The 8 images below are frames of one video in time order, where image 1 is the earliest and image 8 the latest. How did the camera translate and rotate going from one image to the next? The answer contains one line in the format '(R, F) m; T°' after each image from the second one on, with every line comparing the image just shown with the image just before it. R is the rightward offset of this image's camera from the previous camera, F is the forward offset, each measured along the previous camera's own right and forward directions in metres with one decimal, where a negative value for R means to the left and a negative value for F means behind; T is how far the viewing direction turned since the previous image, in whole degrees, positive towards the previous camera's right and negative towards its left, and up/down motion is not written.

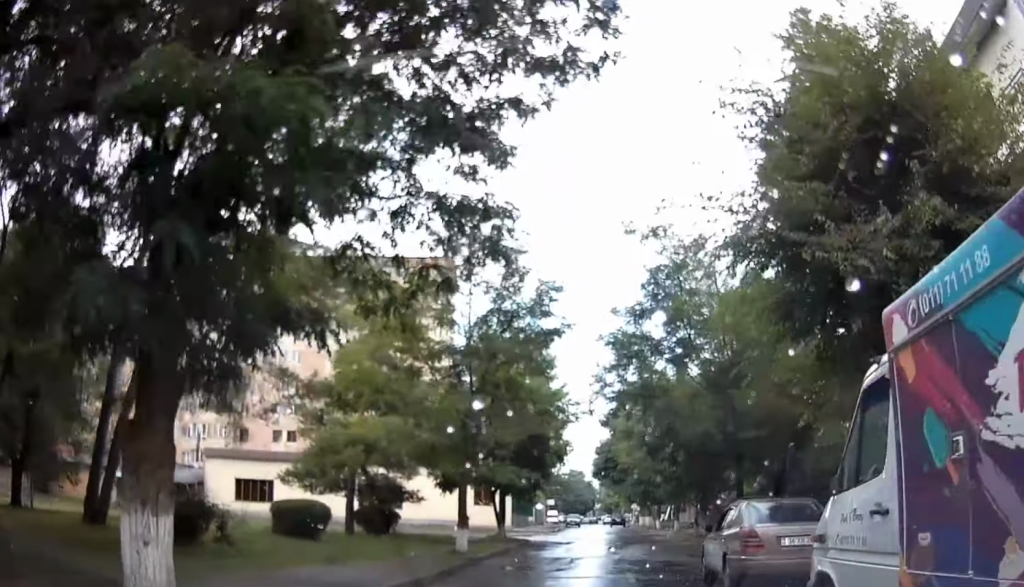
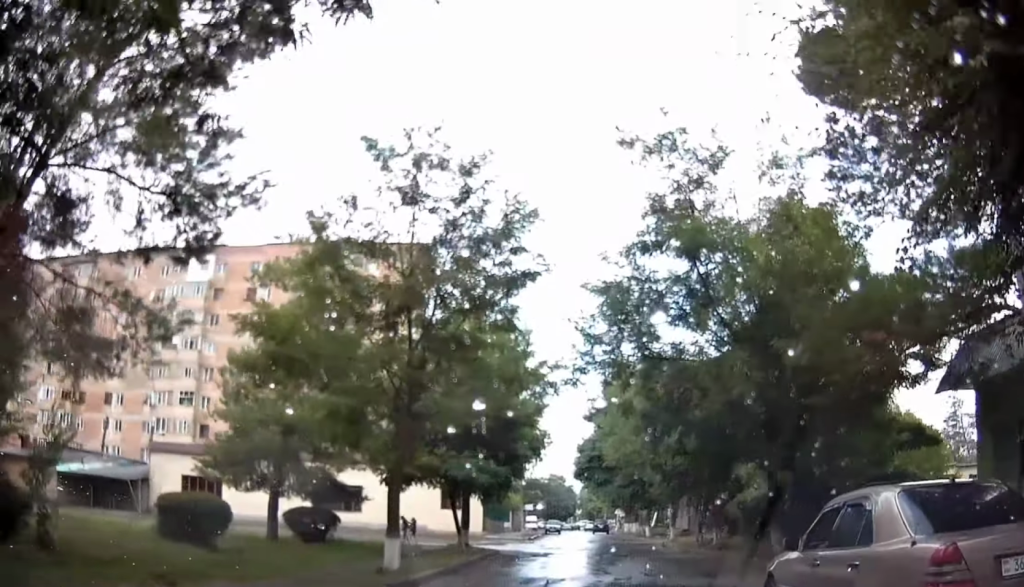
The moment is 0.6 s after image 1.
(-0.3, +5.2) m; 0°
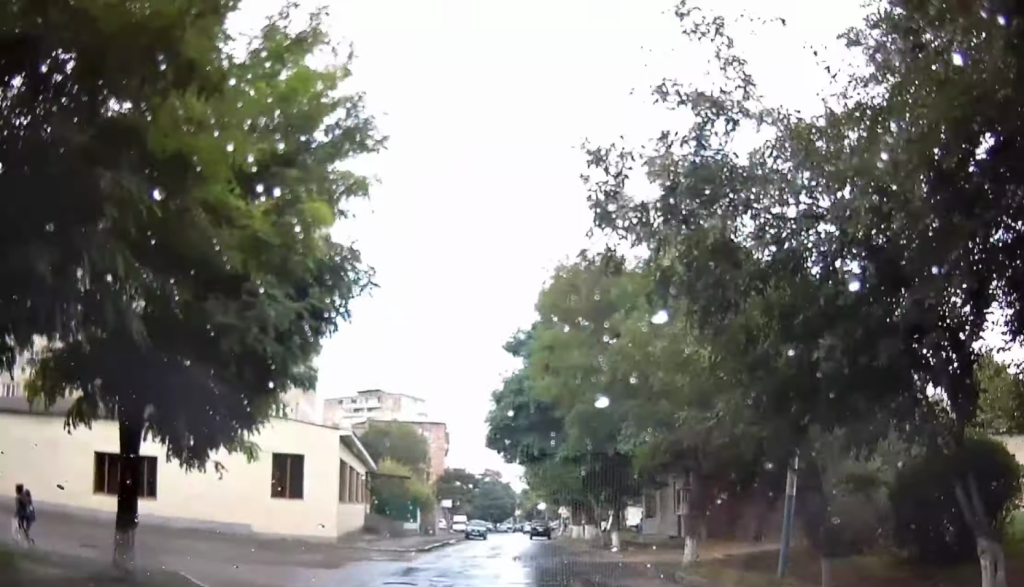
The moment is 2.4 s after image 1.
(+1.1, +17.1) m; +8°
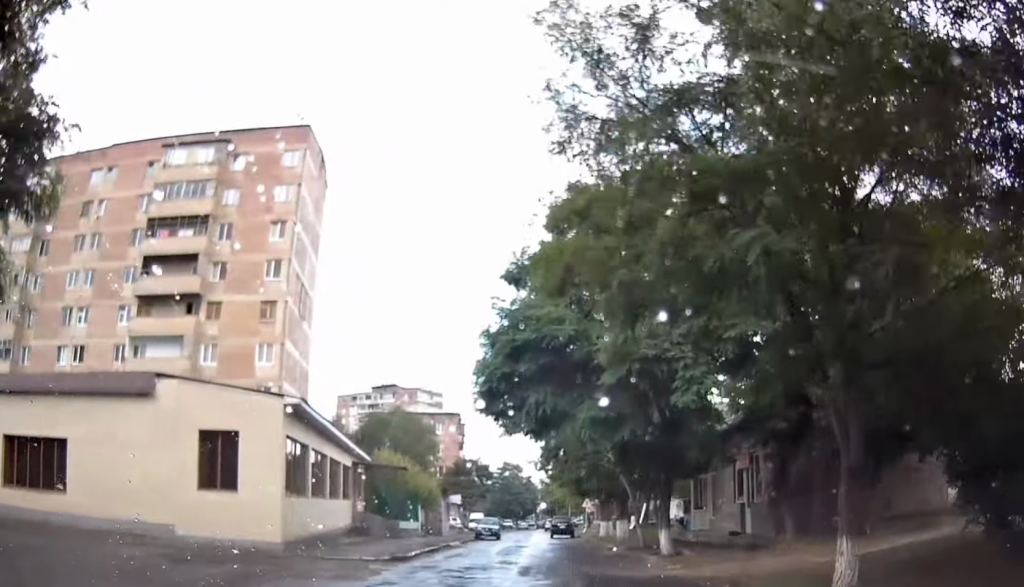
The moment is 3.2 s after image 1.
(+0.3, +7.0) m; +1°
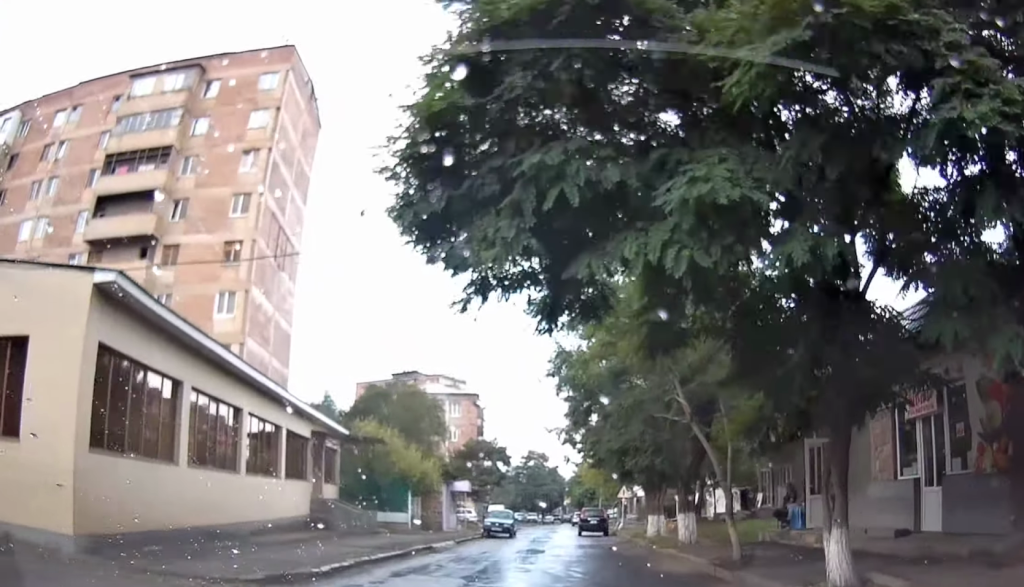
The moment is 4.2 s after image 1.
(-0.2, +9.8) m; -3°
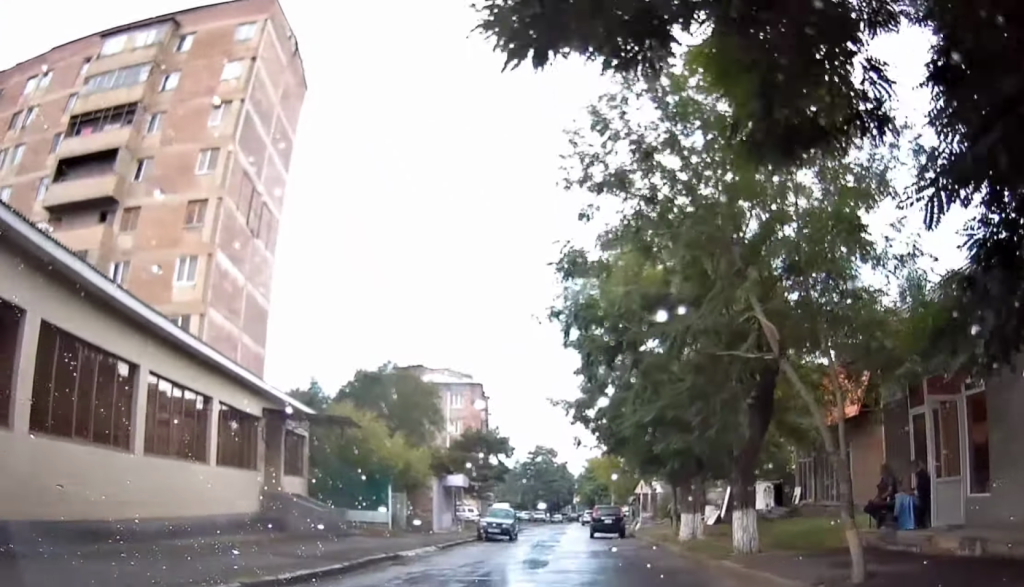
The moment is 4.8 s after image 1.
(-0.1, +5.2) m; -2°
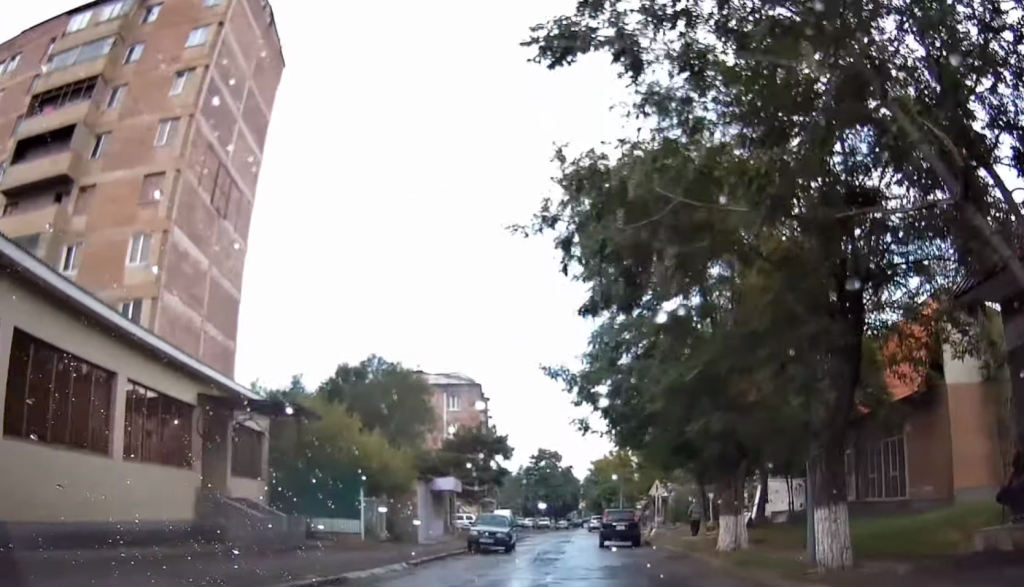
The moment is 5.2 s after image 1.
(-0.1, +4.5) m; 0°
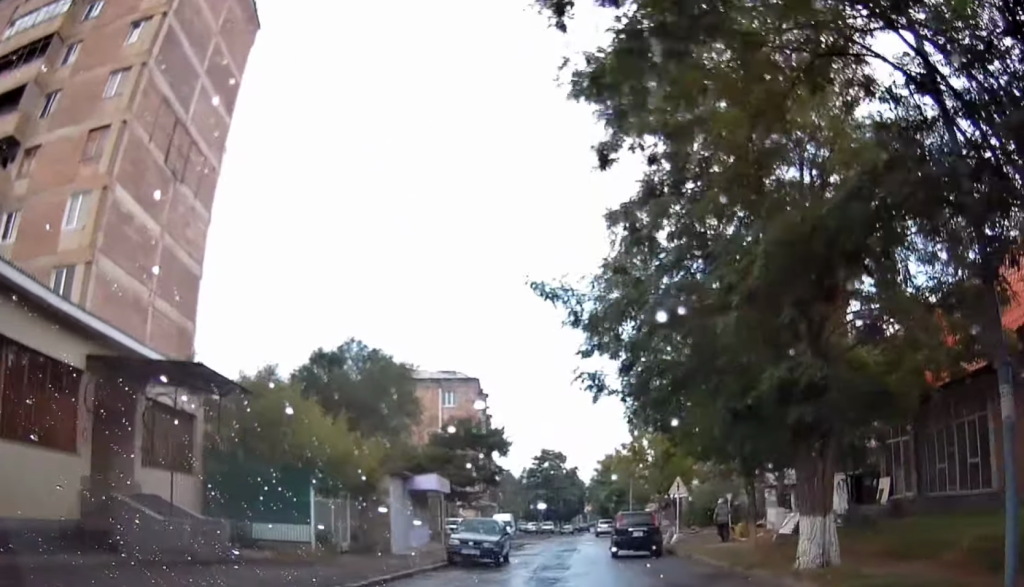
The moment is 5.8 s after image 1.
(-0.1, +5.2) m; +1°
